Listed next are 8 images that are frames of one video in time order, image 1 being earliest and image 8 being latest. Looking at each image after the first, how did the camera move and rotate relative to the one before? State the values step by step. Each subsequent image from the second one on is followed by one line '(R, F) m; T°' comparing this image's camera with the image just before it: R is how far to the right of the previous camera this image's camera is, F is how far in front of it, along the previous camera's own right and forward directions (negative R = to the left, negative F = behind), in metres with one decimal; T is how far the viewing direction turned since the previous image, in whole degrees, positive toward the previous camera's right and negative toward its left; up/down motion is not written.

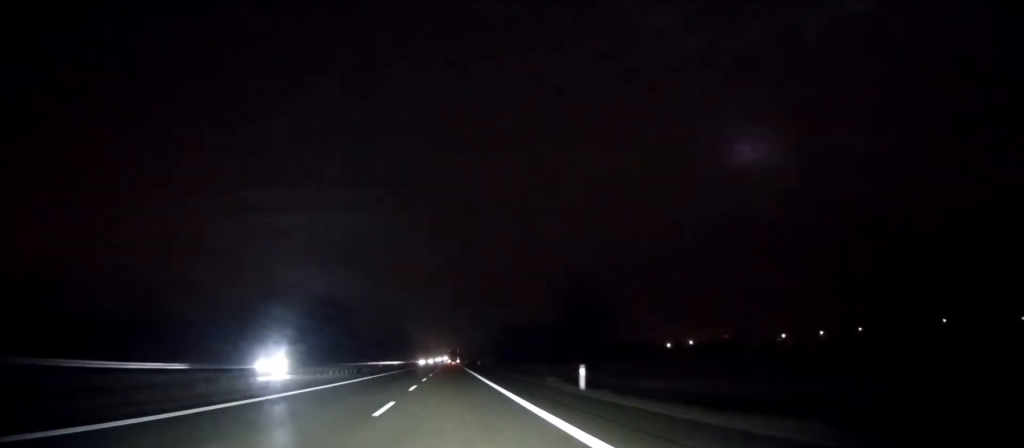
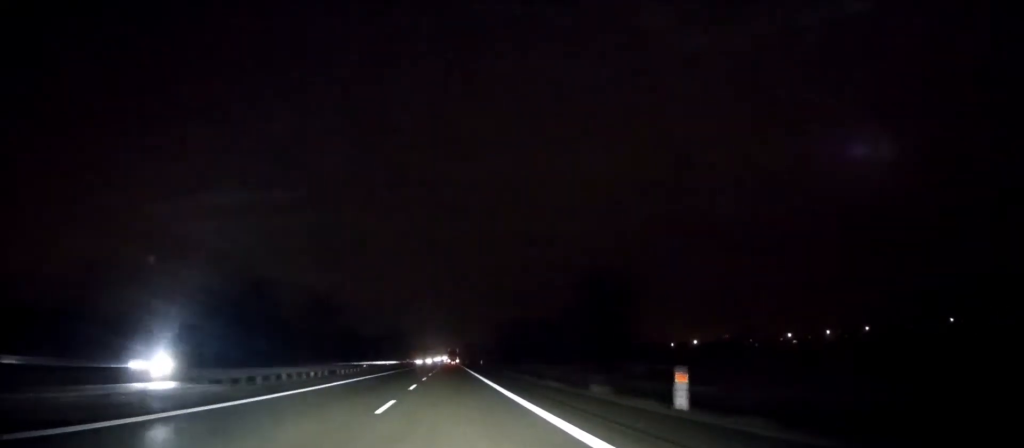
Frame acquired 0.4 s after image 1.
(0.0, +11.4) m; 0°
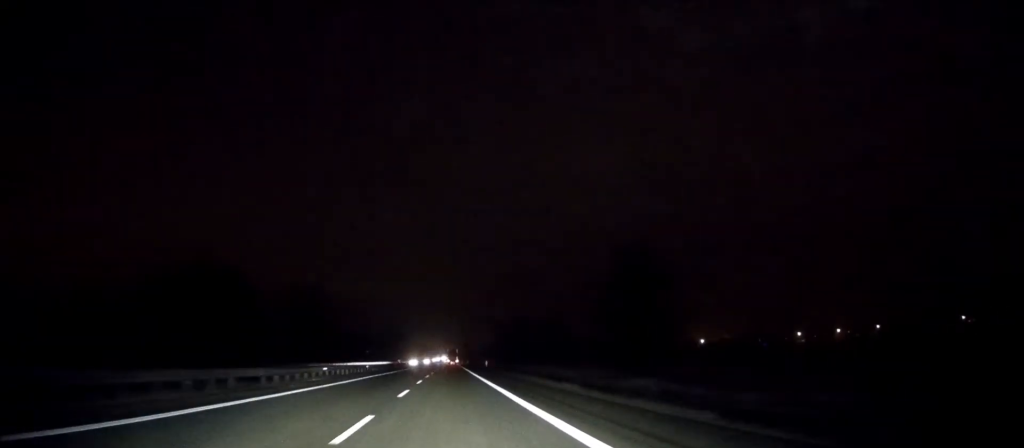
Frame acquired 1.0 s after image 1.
(0.0, +17.3) m; 0°
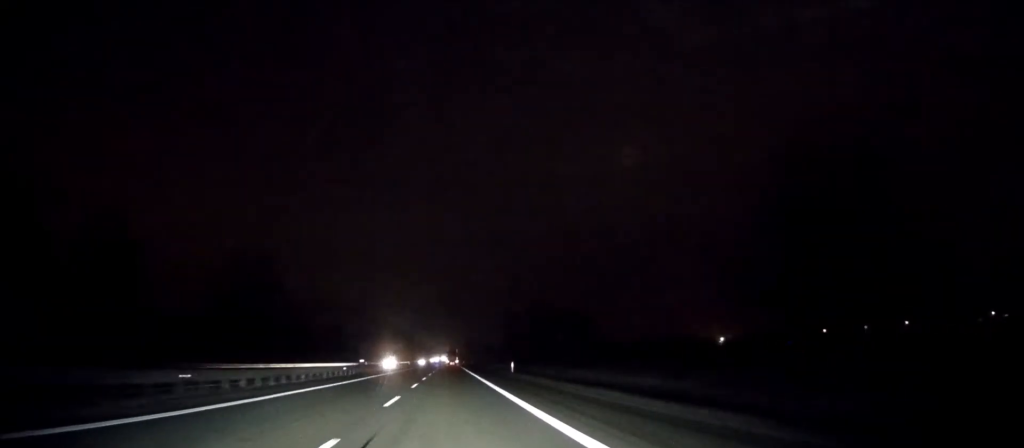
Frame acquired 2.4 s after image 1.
(0.0, +41.9) m; 0°
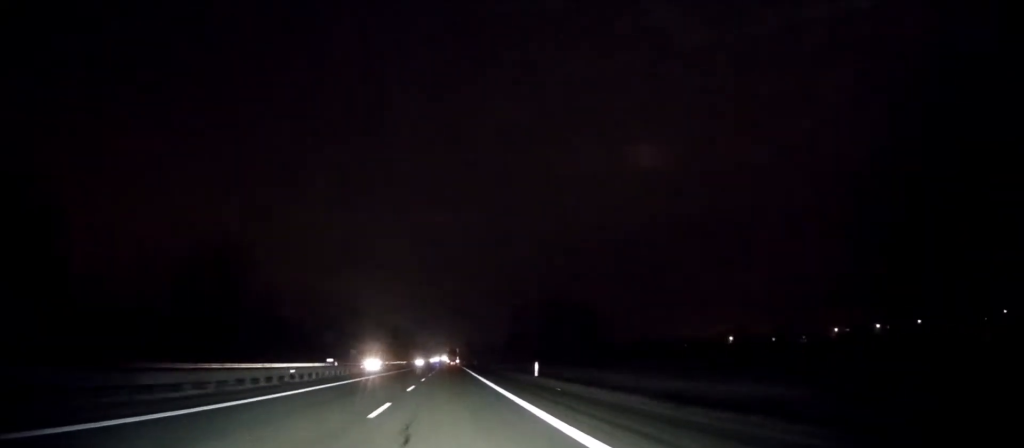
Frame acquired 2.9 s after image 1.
(0.0, +17.2) m; 0°
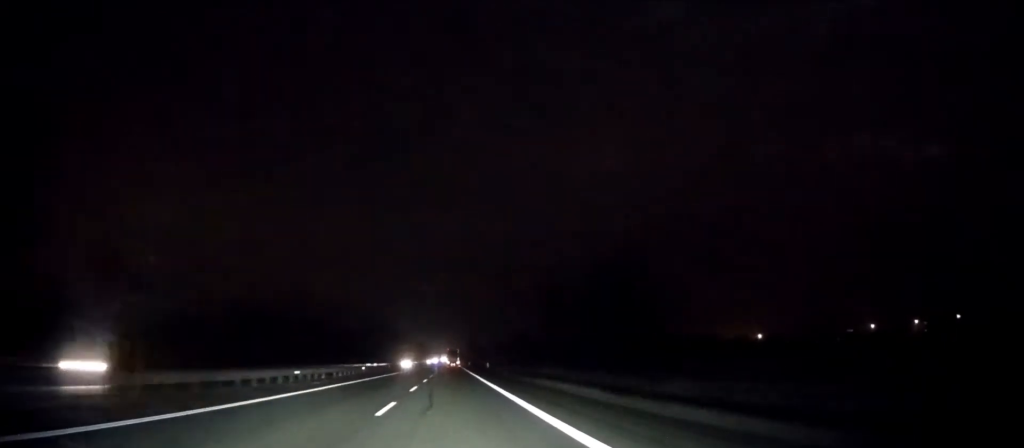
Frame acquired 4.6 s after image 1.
(-0.1, +57.7) m; 0°
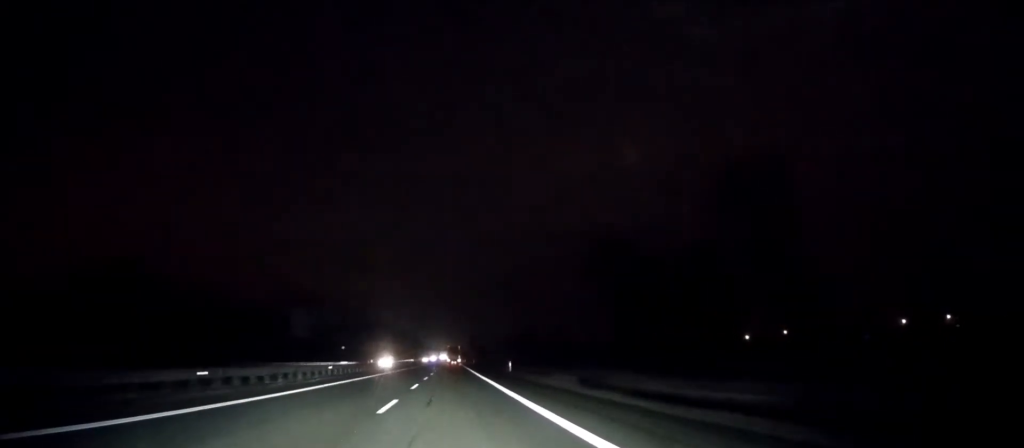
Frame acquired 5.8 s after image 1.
(+0.1, +44.8) m; 0°
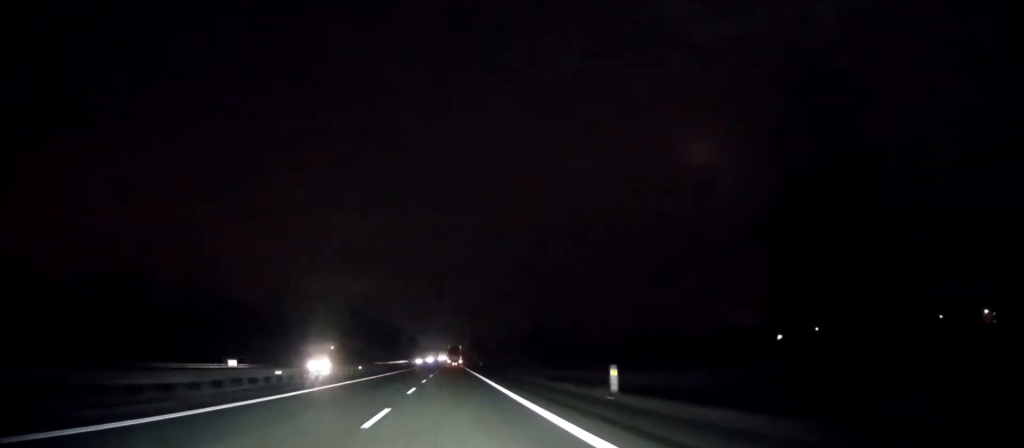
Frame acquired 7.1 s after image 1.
(-0.1, +45.1) m; 0°
